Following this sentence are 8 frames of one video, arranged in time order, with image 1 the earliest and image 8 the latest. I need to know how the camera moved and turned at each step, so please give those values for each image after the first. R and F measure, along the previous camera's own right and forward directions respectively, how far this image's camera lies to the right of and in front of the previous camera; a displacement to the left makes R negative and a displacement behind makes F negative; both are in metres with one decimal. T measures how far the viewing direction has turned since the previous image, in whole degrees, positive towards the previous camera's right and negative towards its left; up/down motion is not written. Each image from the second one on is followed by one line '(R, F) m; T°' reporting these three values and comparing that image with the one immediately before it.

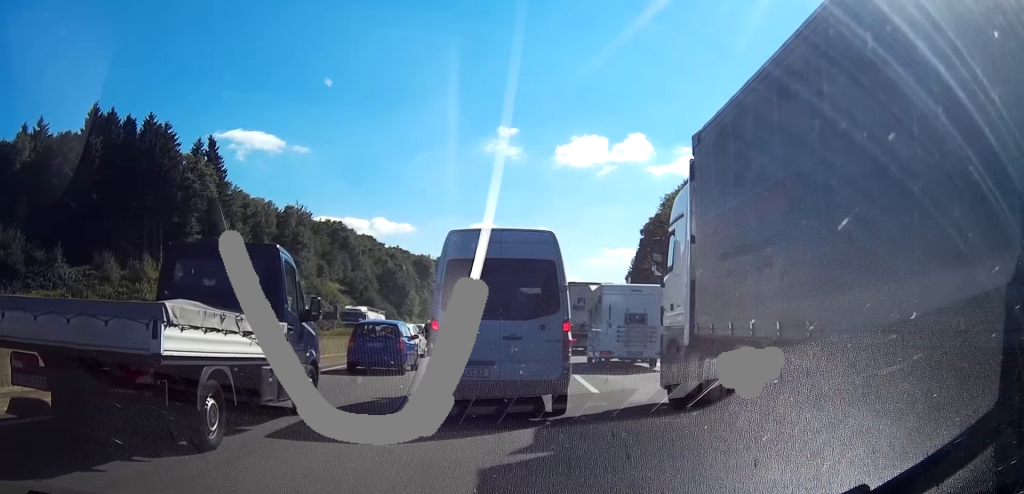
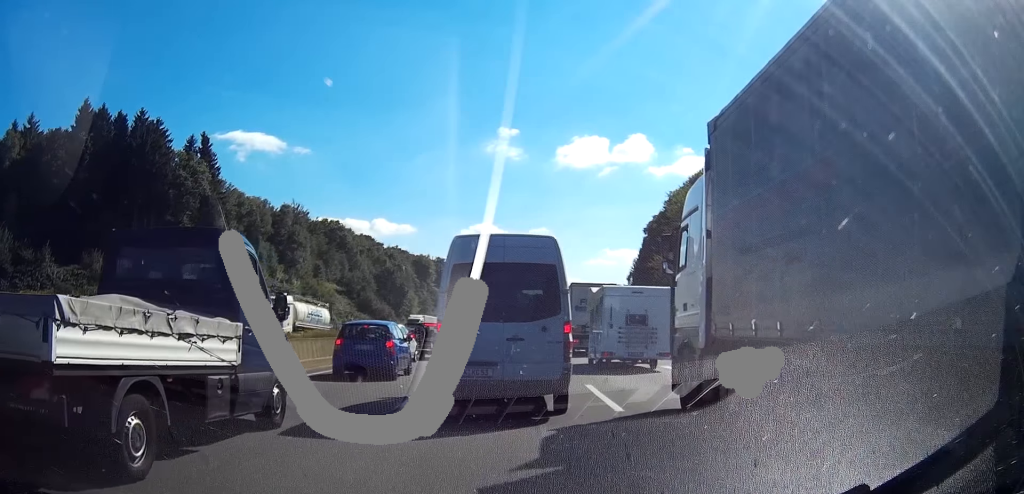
(0.0, +3.9) m; -1°
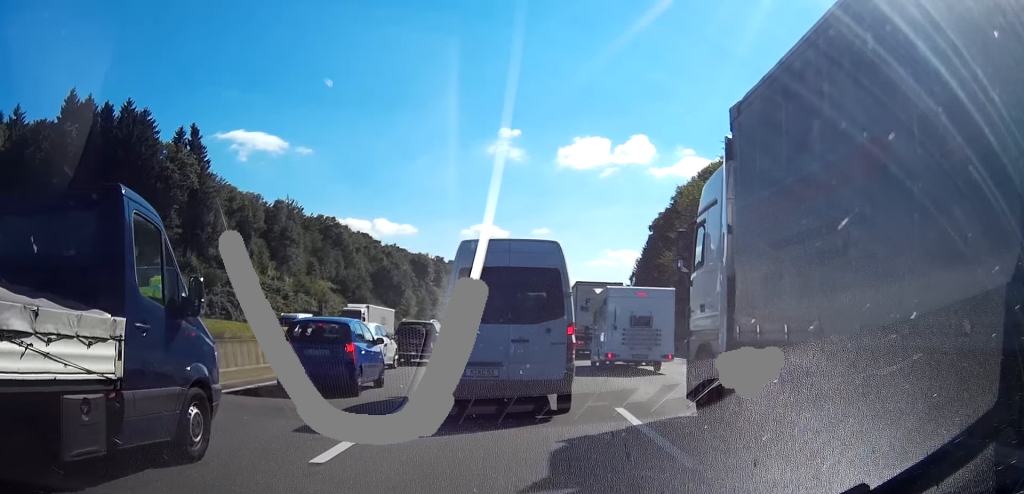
(-0.1, +5.8) m; +3°
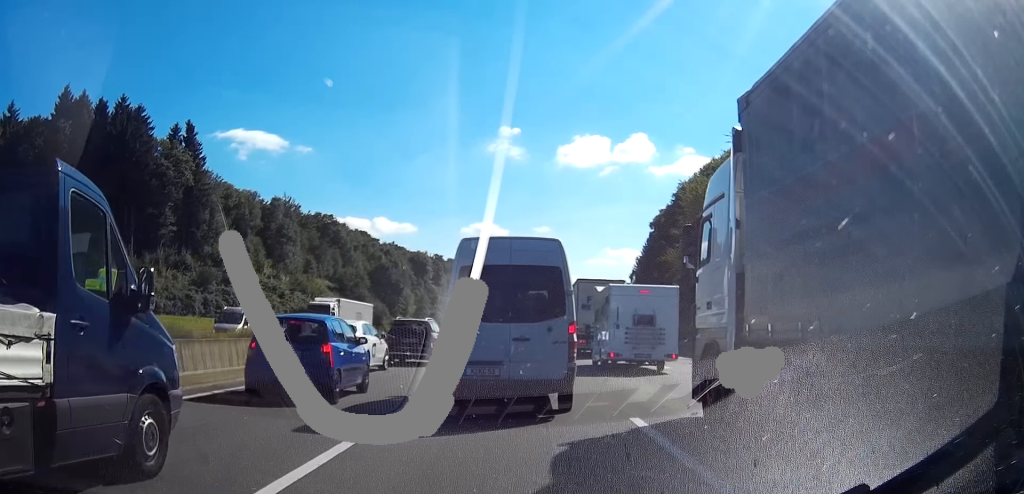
(+0.1, +1.8) m; +3°
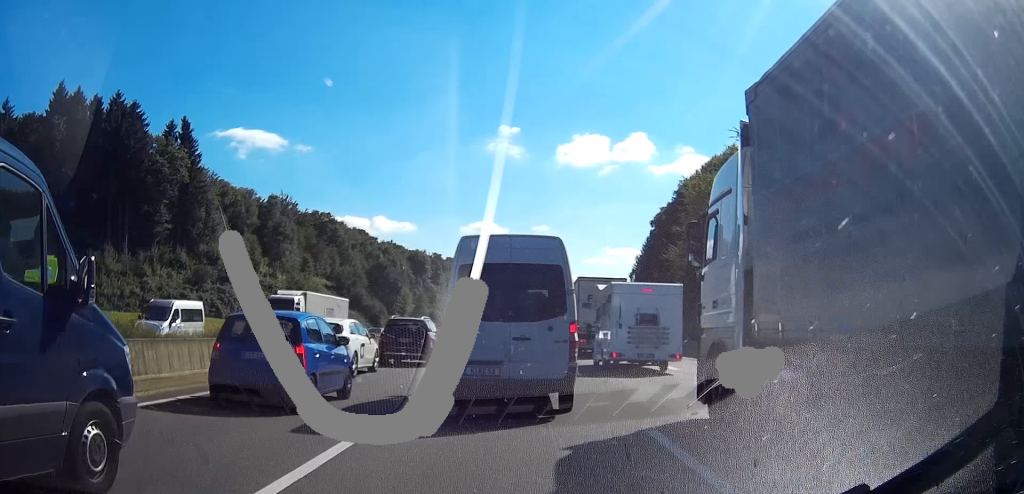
(+0.1, +1.5) m; +2°
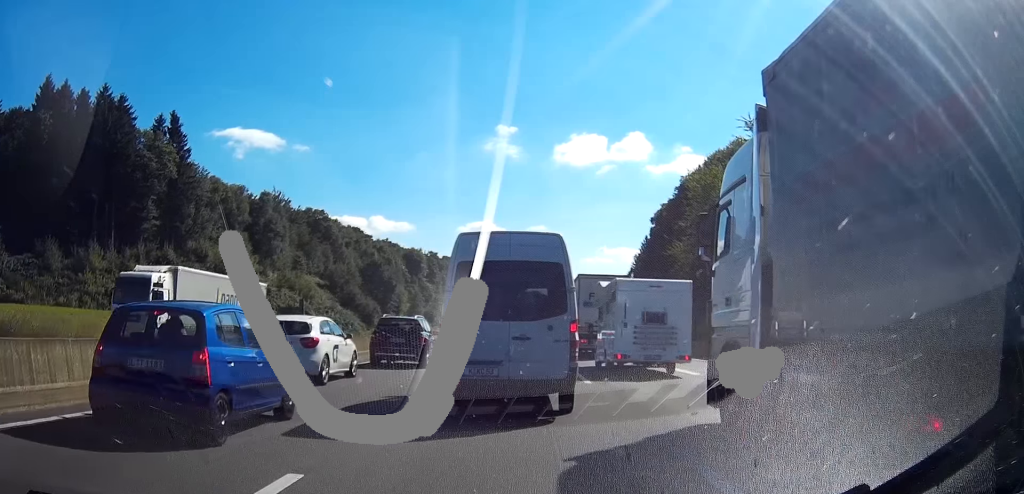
(+0.1, +3.4) m; +1°
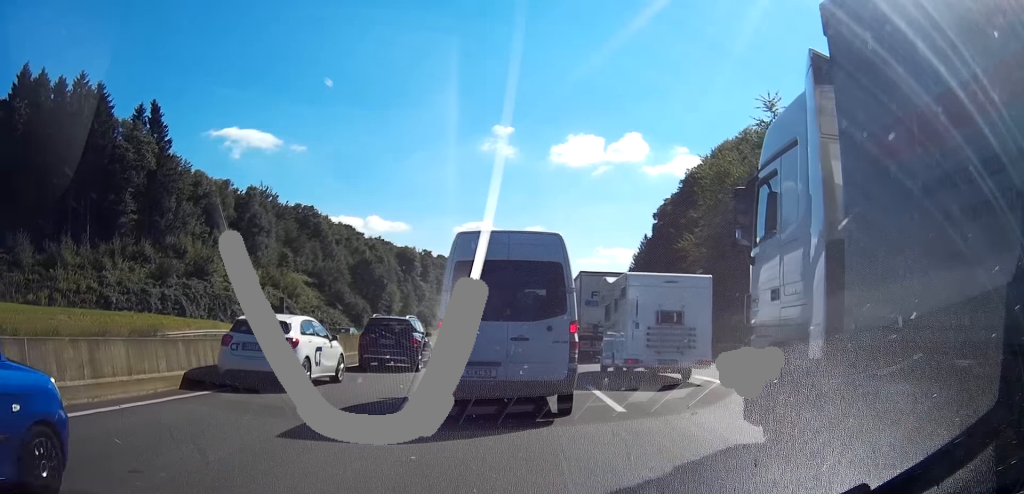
(-0.2, +6.8) m; -3°
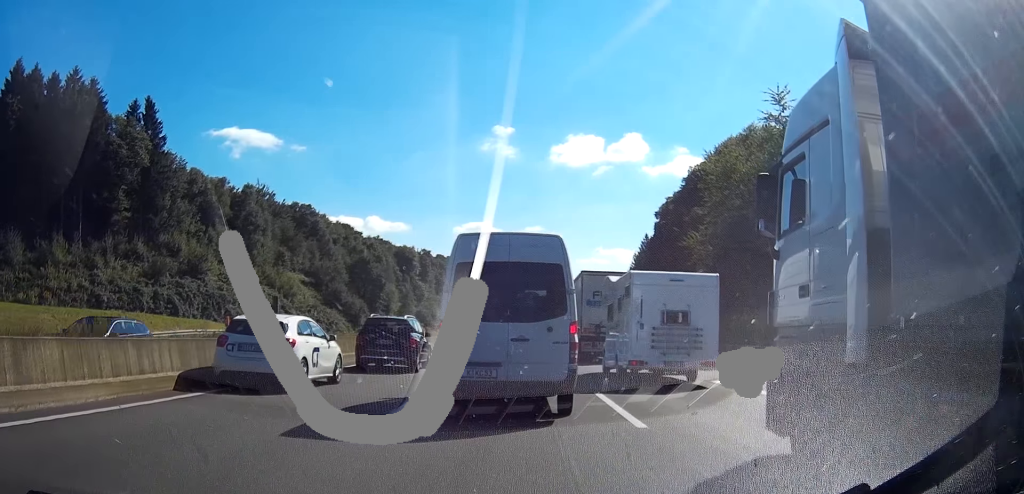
(0.0, +2.4) m; 0°
